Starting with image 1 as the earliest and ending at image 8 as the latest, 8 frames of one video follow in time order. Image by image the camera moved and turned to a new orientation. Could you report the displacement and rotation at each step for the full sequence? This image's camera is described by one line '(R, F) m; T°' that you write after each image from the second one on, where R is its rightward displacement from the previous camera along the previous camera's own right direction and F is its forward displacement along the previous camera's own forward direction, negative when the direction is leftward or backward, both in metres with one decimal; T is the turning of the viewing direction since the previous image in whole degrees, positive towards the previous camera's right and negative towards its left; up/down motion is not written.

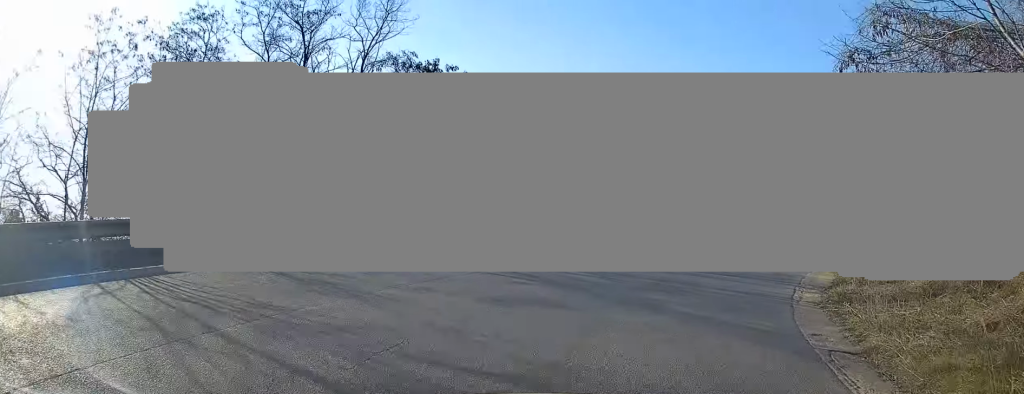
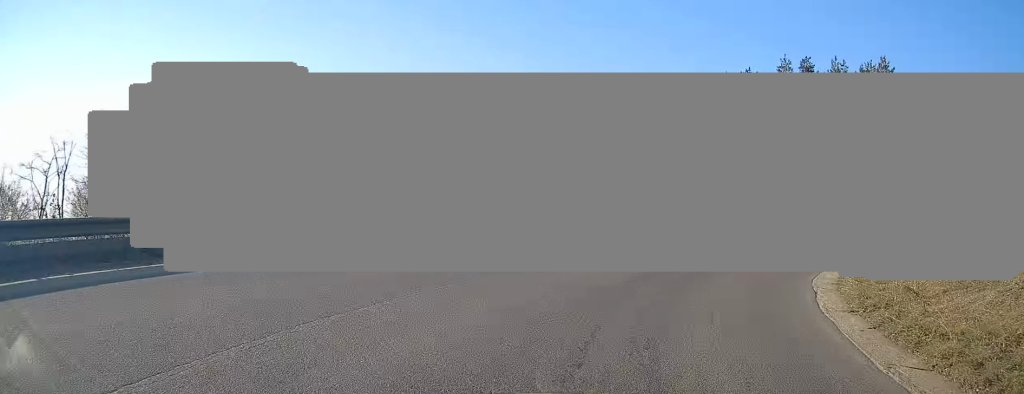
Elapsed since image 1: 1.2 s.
(+3.0, +14.1) m; +24°
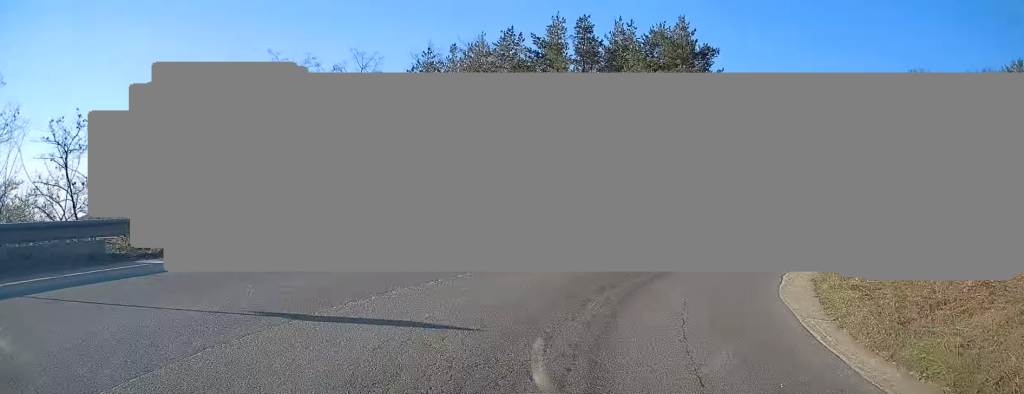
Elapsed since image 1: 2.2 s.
(+2.0, +11.7) m; +21°
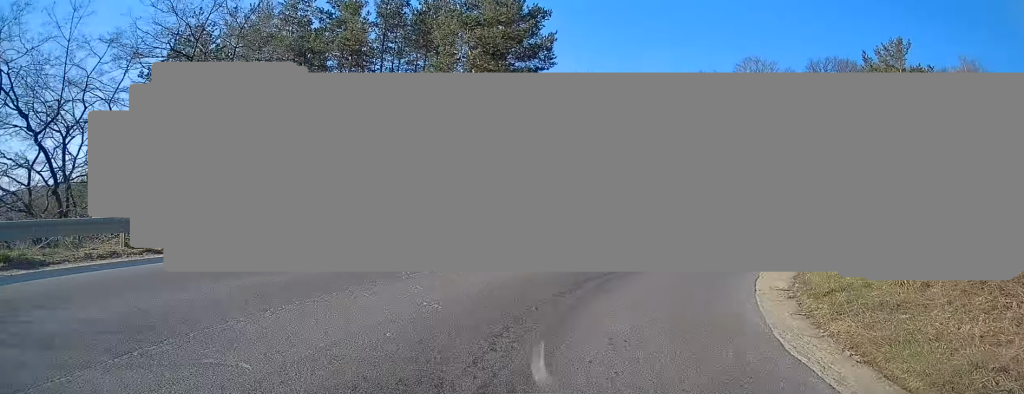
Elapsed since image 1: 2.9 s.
(+1.2, +9.0) m; +16°
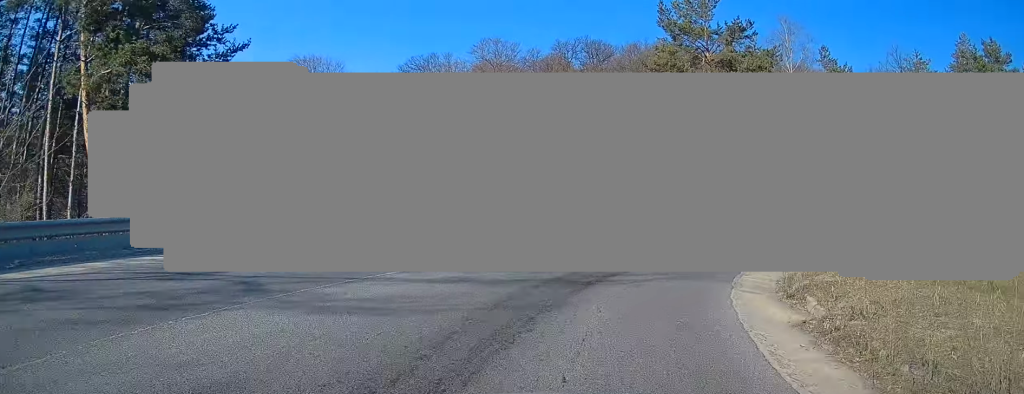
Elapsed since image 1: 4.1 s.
(+3.2, +14.3) m; +23°
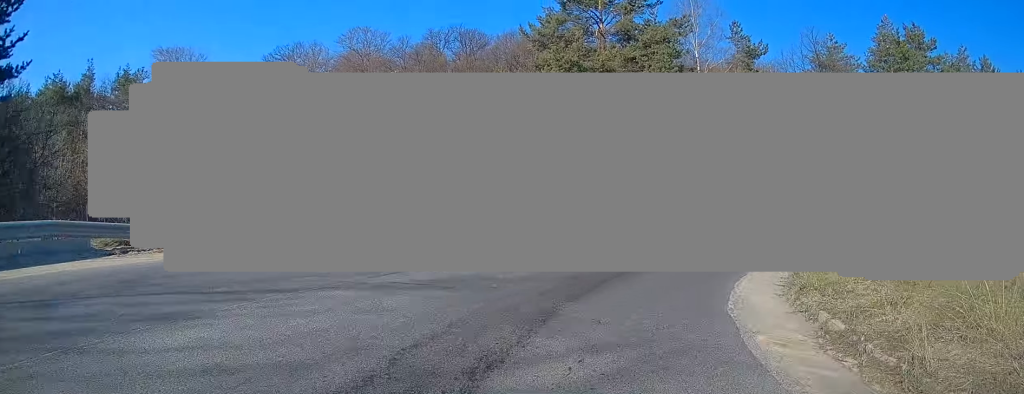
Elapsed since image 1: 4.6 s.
(+0.2, +7.1) m; +11°
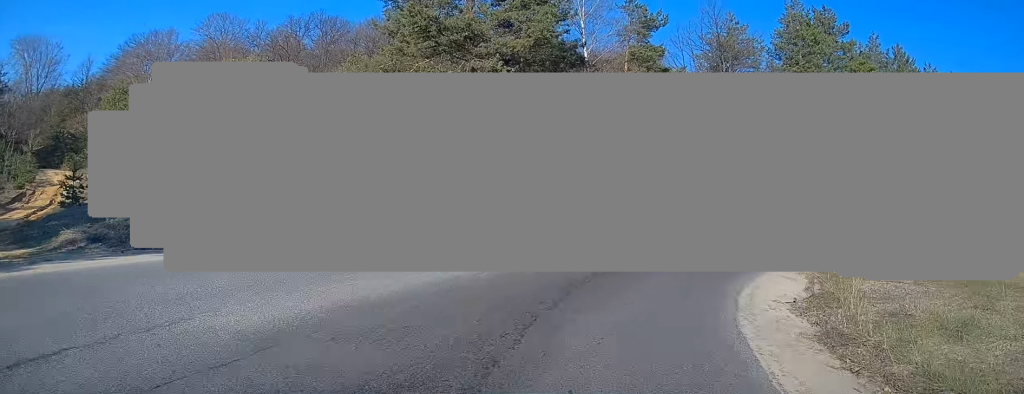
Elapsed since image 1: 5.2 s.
(+1.1, +6.8) m; +12°
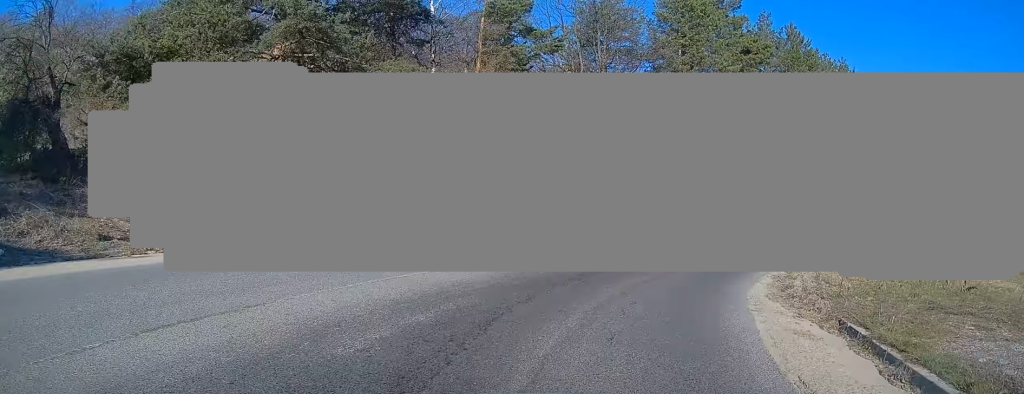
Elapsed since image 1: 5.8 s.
(+0.6, +7.2) m; +13°
